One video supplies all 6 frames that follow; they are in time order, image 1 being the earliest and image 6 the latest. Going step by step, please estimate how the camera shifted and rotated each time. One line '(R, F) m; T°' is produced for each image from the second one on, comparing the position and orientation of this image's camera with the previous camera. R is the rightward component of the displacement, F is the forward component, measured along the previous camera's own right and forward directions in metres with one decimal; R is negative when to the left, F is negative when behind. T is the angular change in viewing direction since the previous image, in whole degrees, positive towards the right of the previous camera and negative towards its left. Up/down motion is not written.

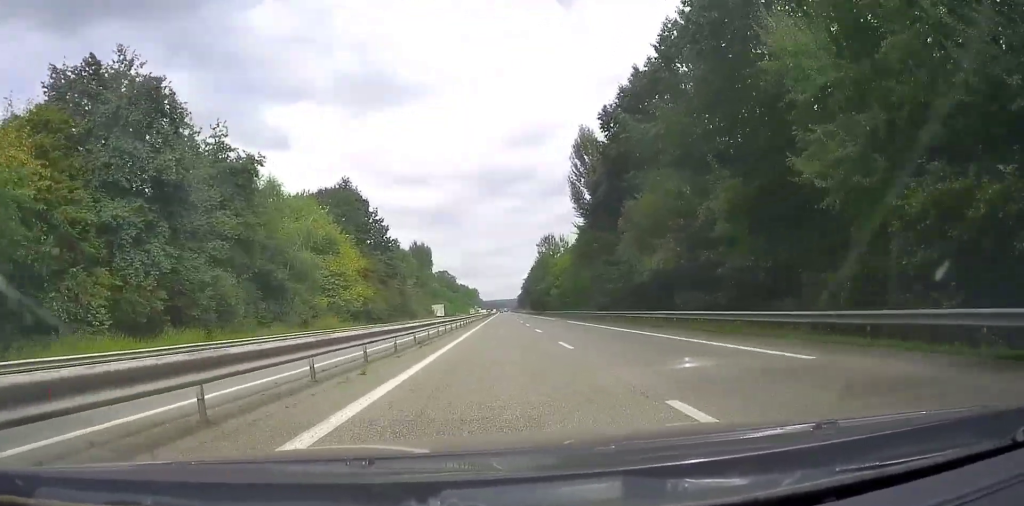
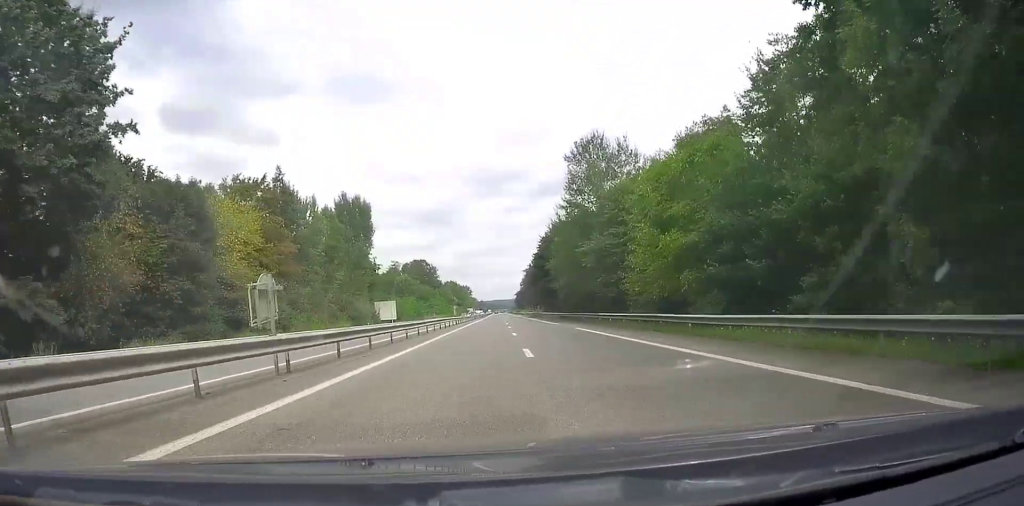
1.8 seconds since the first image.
(+1.1, +66.3) m; +1°
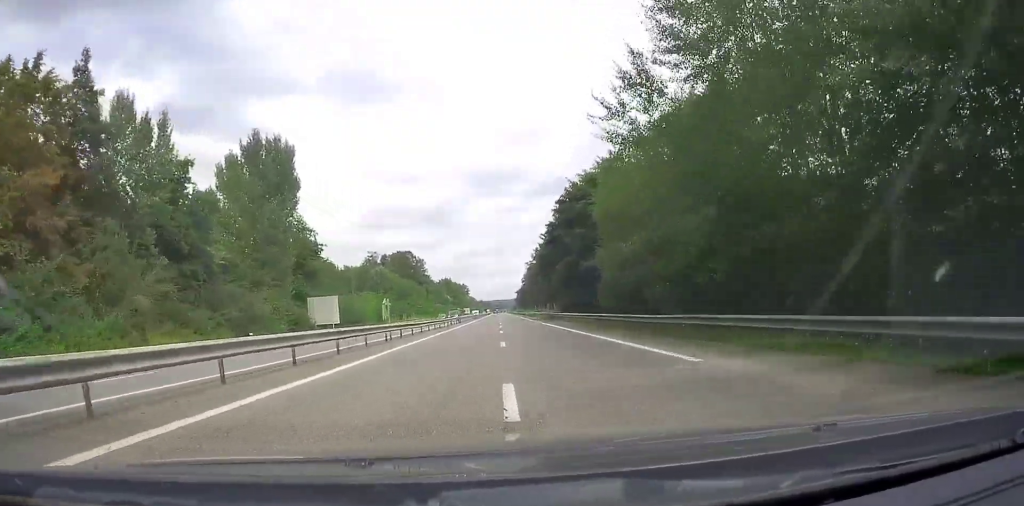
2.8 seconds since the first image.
(0.0, +34.1) m; 0°
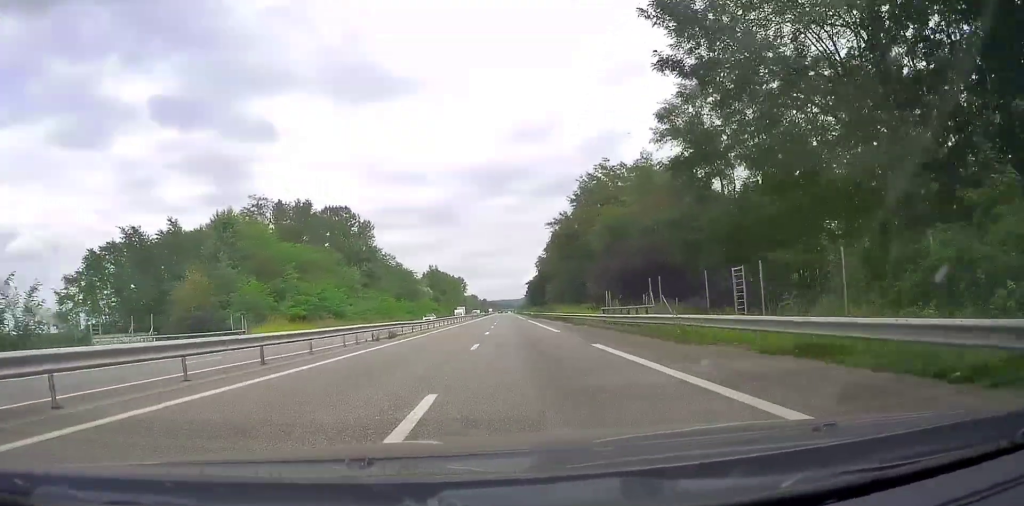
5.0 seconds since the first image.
(-0.9, +84.3) m; -1°
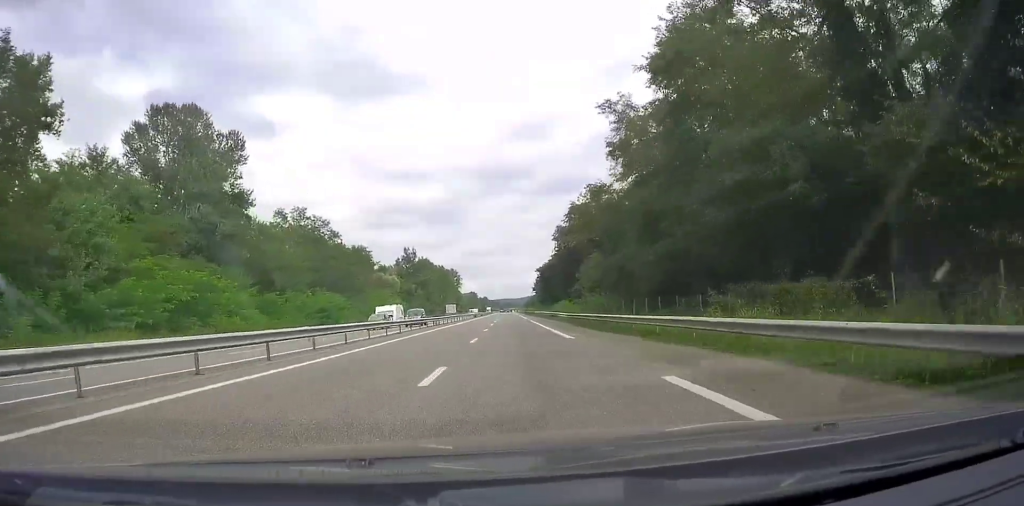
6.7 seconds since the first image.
(+0.7, +60.0) m; +1°
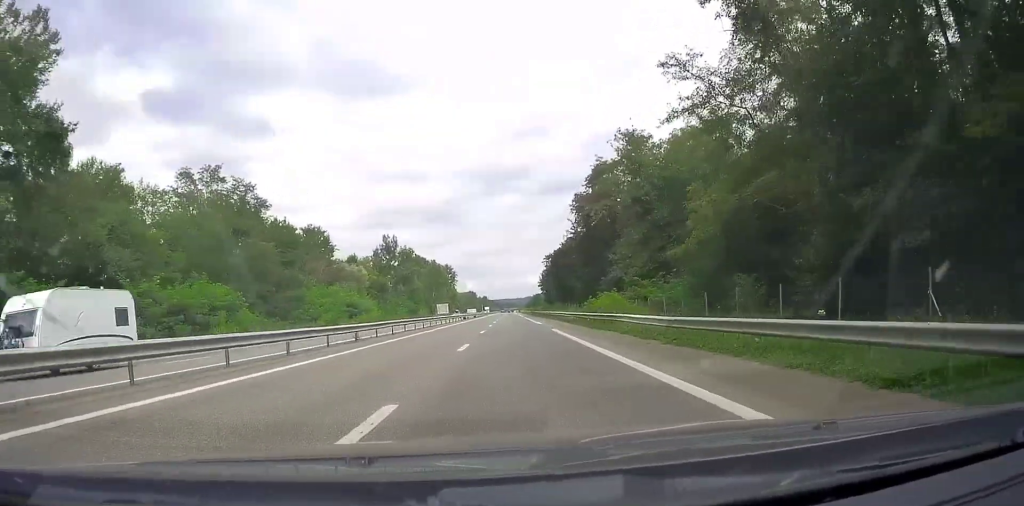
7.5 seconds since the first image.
(0.0, +30.3) m; -1°
